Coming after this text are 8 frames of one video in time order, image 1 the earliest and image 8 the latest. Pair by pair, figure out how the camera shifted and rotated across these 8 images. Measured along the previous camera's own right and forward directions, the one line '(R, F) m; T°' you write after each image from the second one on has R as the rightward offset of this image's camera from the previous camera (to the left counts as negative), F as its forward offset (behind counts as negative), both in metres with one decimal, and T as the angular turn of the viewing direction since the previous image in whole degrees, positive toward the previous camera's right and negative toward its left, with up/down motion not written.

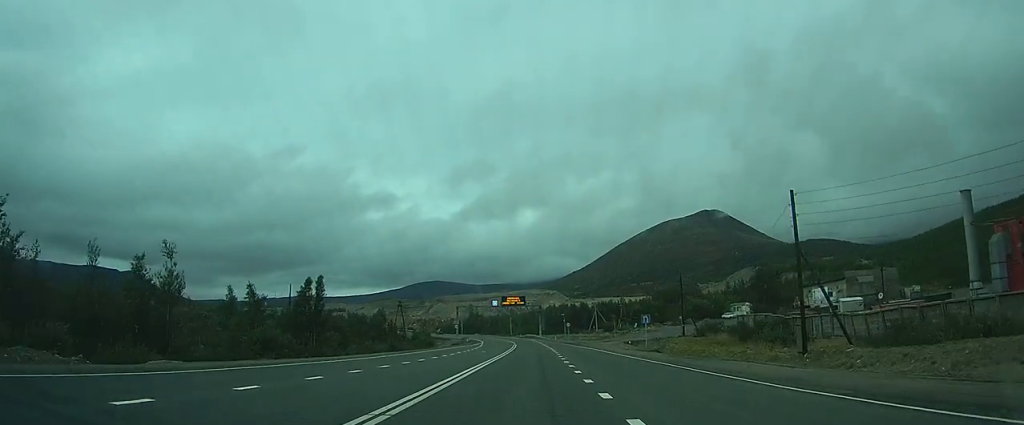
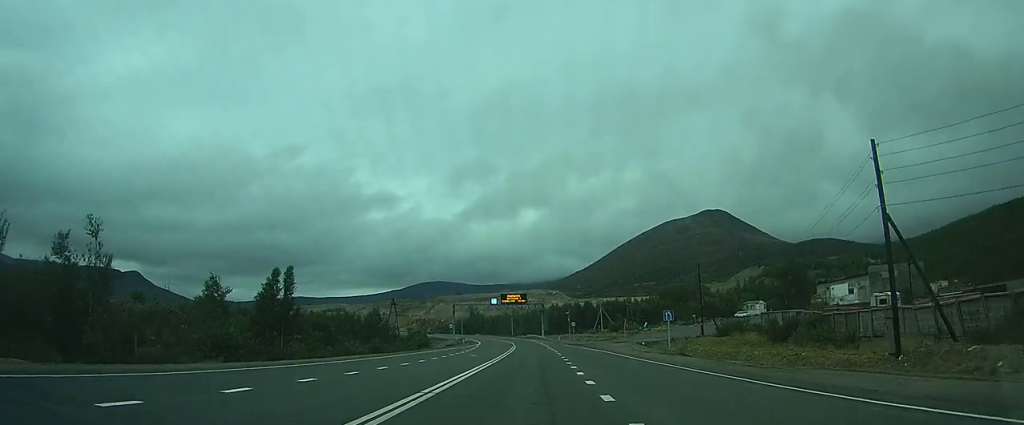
(0.0, +7.8) m; 0°
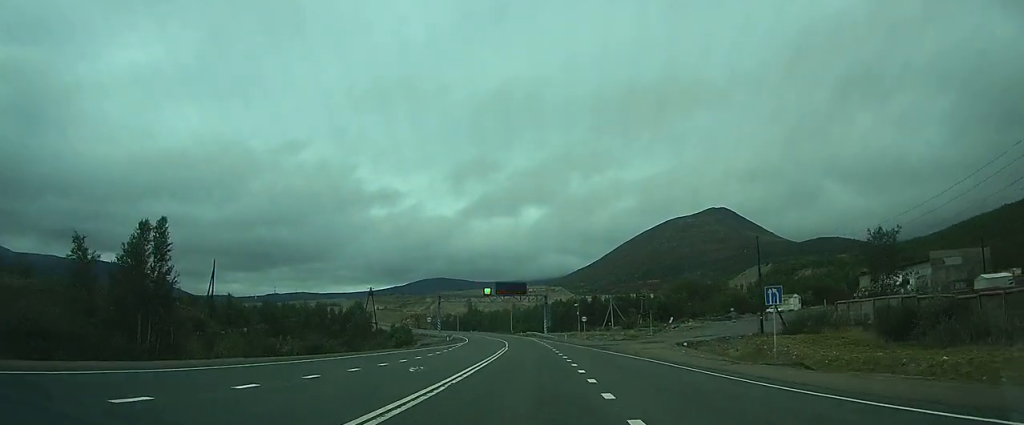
(0.0, +18.2) m; -1°
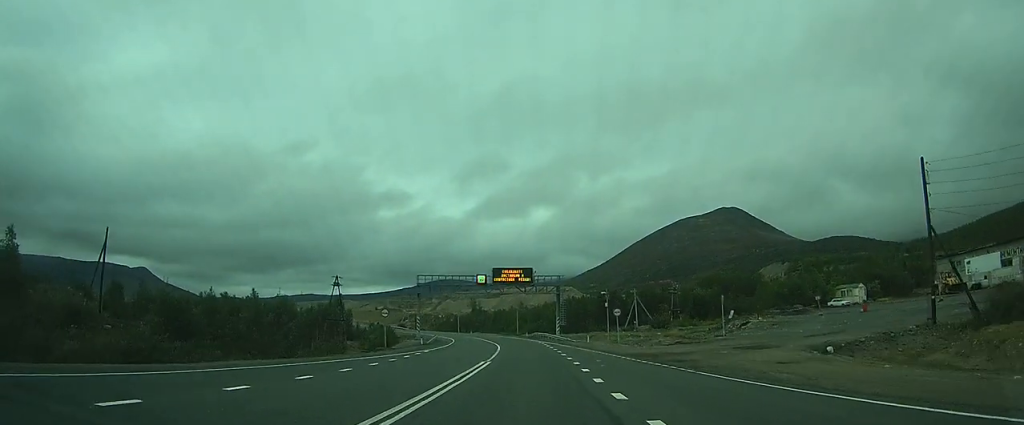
(-0.4, +22.8) m; -2°
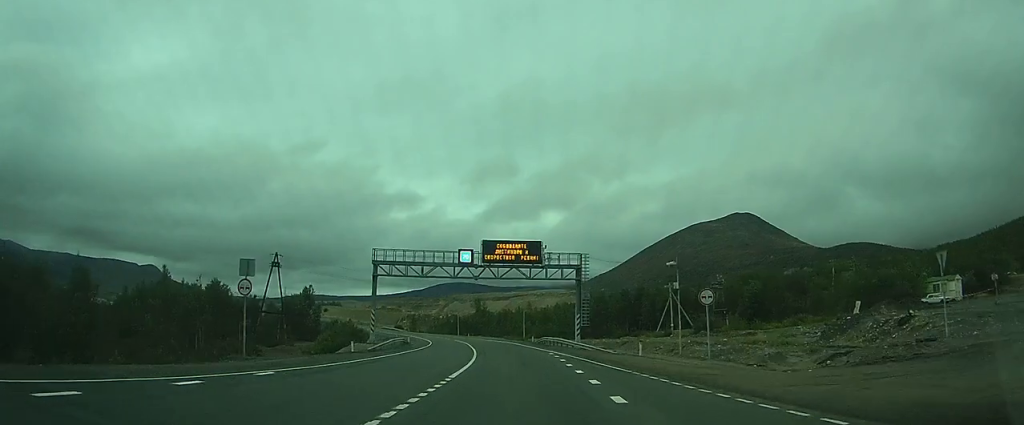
(-0.4, +23.5) m; 0°
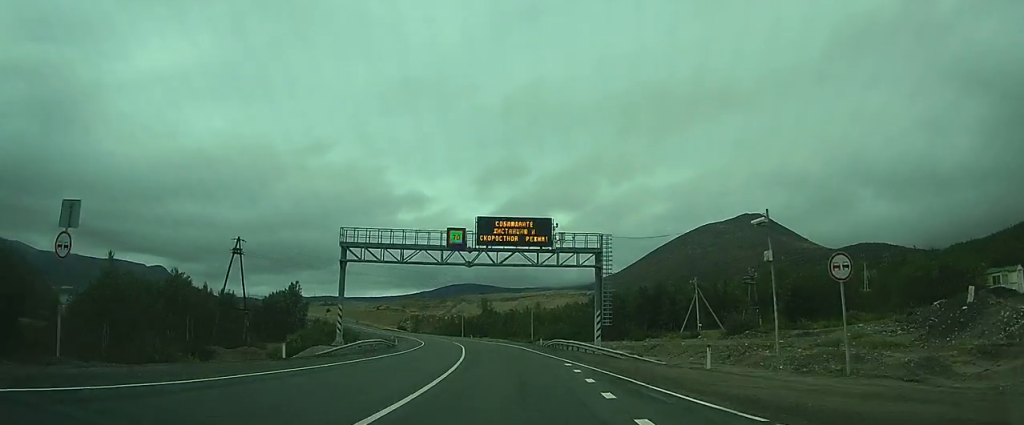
(+0.1, +10.4) m; 0°
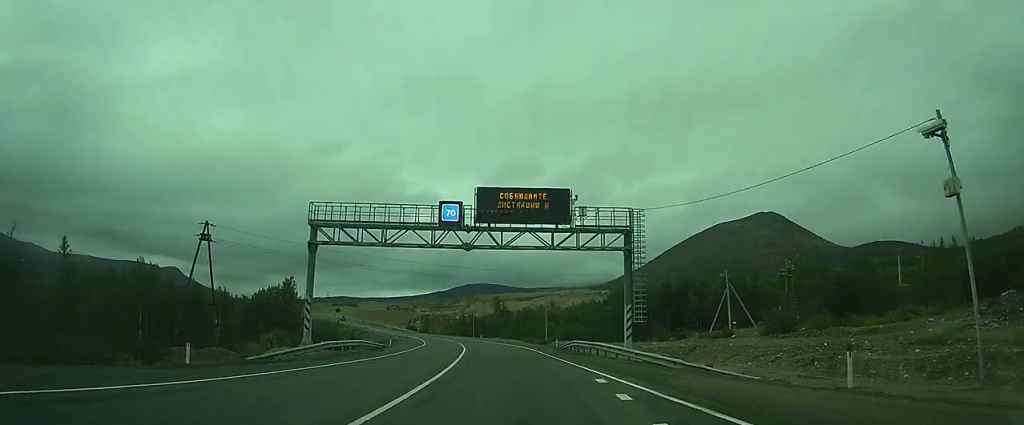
(+0.2, +8.0) m; 0°
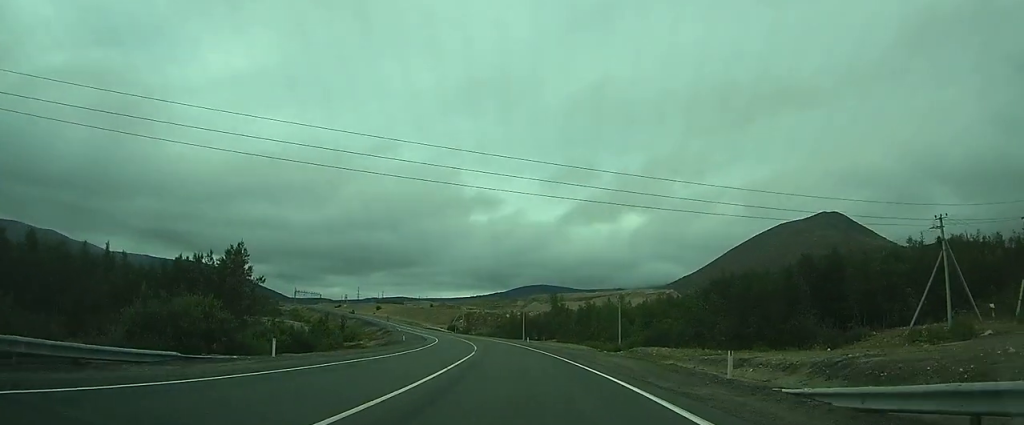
(-0.5, +33.8) m; -2°
